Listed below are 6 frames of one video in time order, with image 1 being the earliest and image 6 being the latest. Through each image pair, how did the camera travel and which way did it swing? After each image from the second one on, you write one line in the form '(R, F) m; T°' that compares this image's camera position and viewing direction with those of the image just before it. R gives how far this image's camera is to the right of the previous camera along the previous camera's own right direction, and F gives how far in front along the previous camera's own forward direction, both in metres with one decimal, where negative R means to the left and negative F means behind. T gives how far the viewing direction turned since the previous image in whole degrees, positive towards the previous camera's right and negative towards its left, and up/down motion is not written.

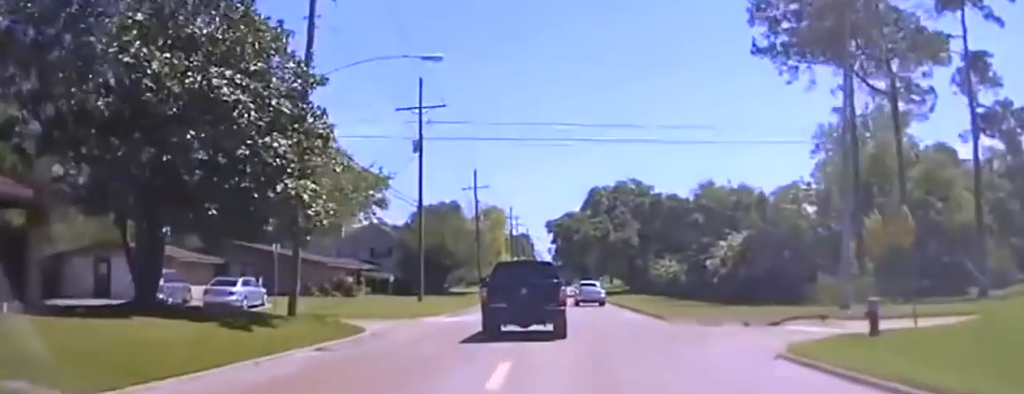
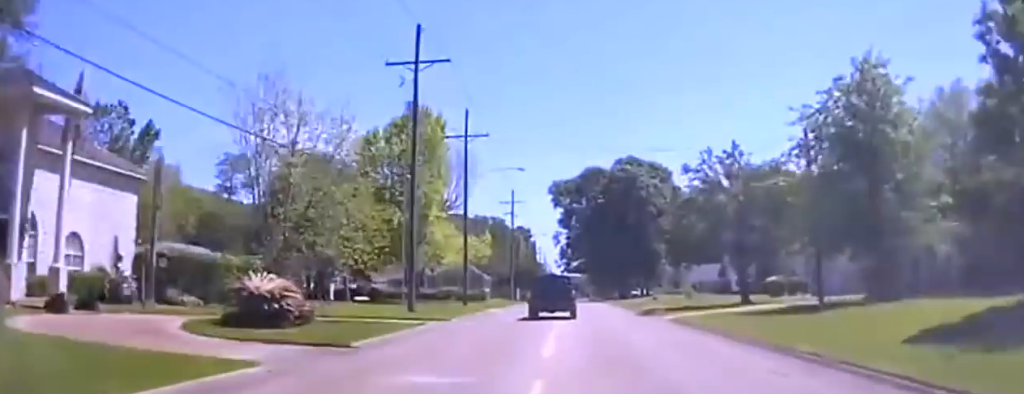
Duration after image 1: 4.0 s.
(-2.4, +122.3) m; -1°
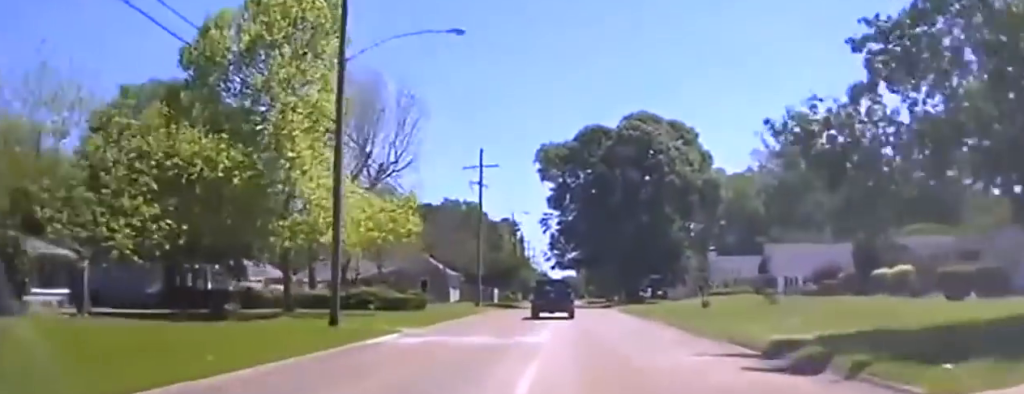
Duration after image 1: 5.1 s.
(+0.4, +28.3) m; 0°
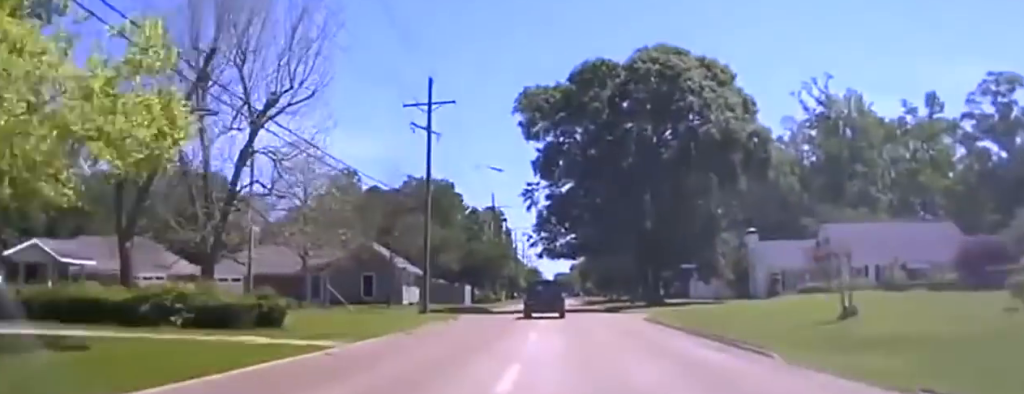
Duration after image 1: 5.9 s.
(-0.1, +20.7) m; -1°
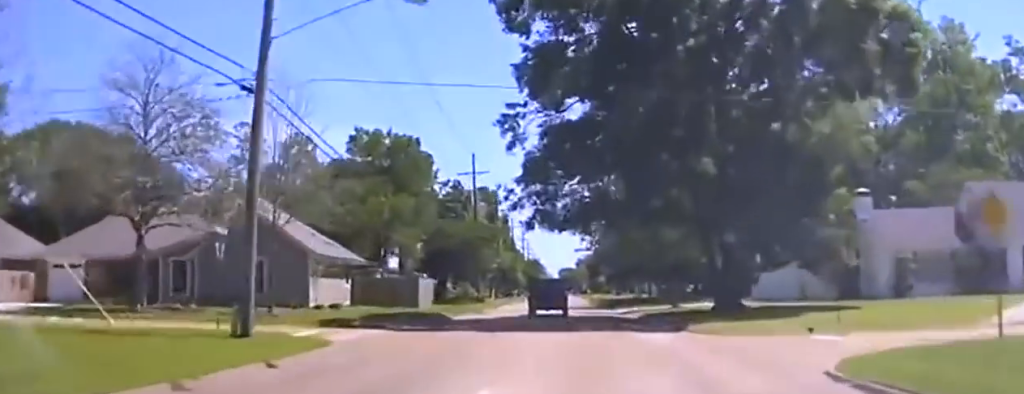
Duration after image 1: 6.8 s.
(-0.2, +22.7) m; 0°
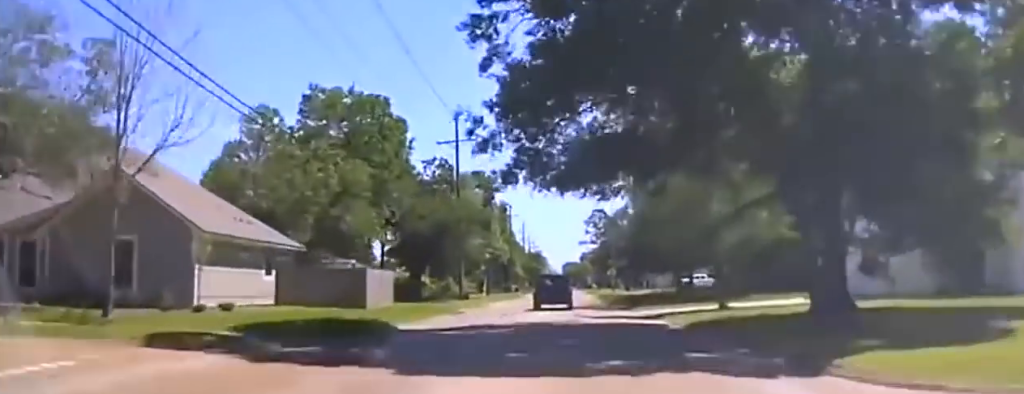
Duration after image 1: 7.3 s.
(0.0, +14.2) m; 0°
